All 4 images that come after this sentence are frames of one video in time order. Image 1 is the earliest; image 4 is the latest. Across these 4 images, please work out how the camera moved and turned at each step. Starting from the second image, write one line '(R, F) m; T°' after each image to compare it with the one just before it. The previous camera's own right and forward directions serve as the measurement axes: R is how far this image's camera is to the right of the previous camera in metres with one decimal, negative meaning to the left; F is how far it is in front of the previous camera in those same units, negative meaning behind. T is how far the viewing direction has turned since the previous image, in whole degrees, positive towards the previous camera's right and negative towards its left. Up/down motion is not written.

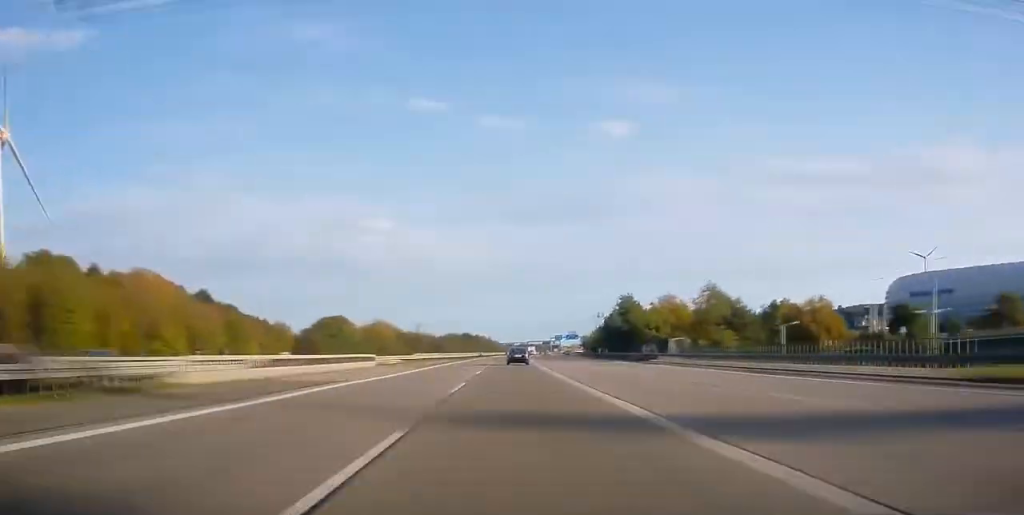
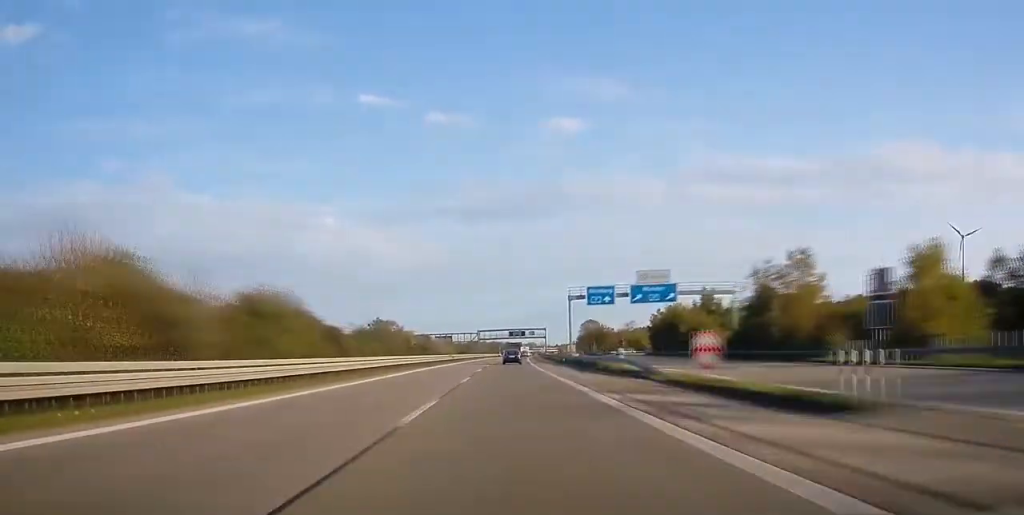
(+10.0, +290.1) m; +4°
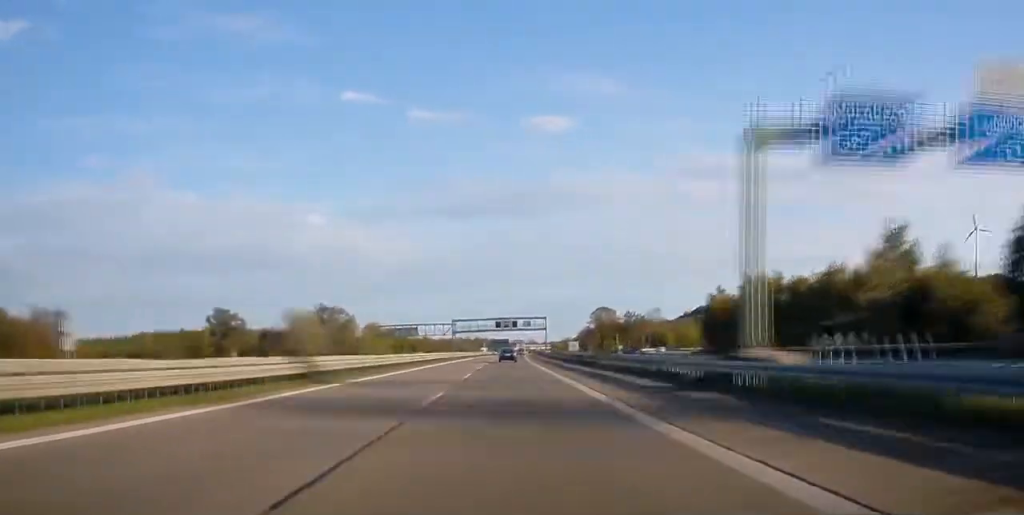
(+0.2, +63.5) m; +1°
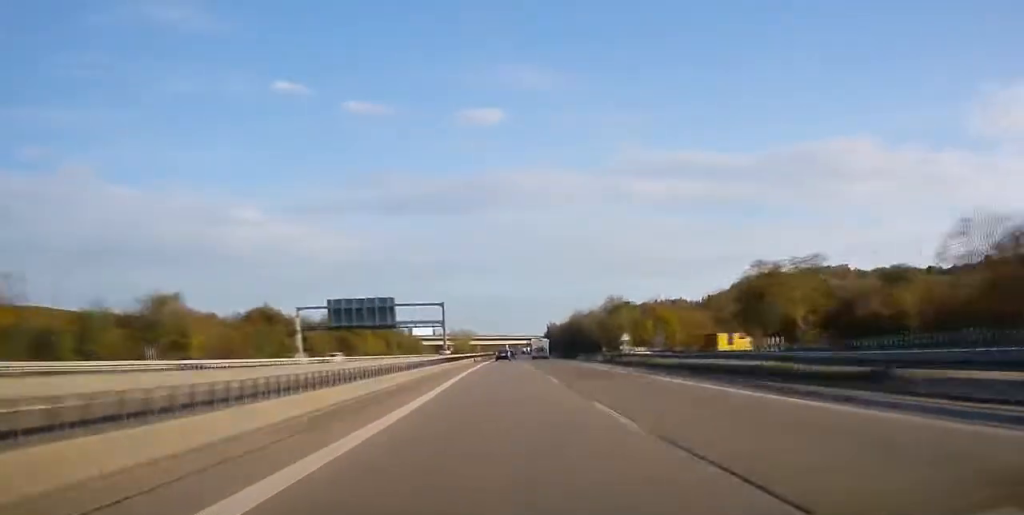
(+13.3, +421.0) m; +4°
